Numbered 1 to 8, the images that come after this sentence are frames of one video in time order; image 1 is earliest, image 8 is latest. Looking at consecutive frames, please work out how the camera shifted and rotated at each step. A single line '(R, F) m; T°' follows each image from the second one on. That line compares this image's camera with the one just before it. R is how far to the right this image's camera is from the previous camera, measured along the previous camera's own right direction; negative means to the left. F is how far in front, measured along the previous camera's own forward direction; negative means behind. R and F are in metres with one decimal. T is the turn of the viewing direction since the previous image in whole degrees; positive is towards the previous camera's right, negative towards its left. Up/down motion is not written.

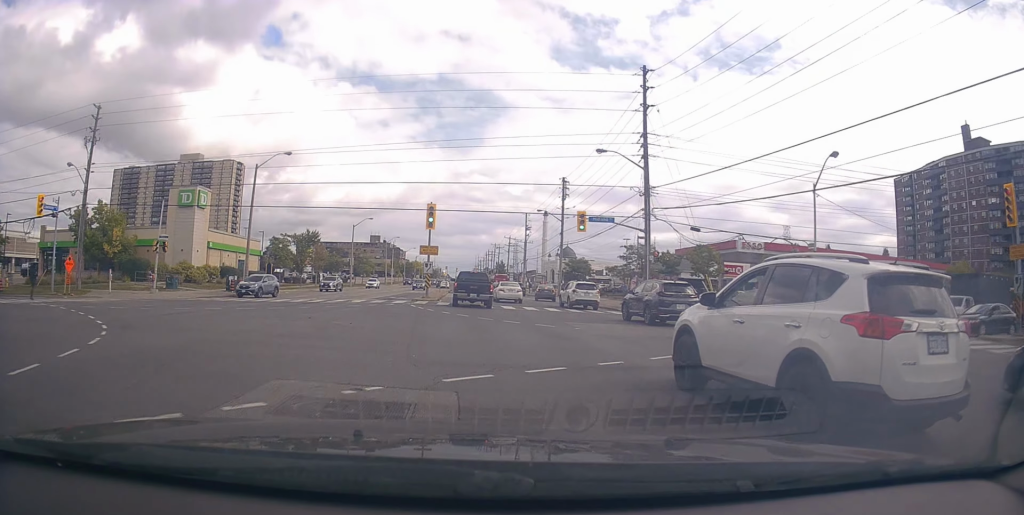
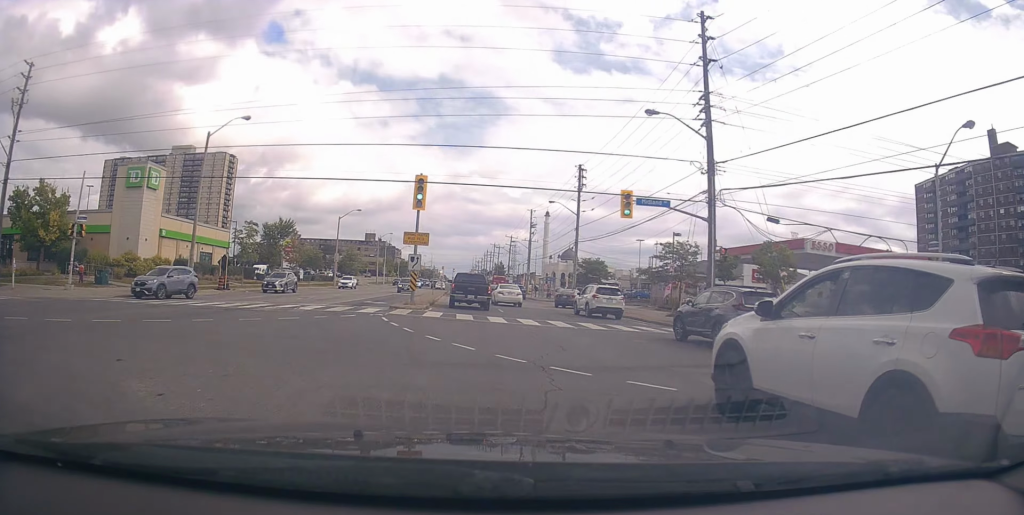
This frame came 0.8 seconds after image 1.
(-0.4, +9.9) m; +1°
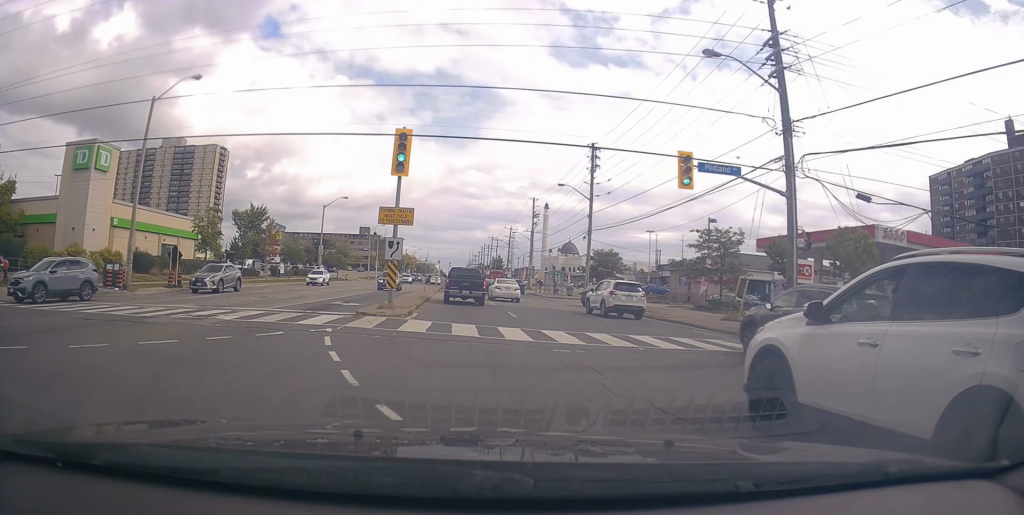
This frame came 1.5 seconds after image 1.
(+0.1, +7.5) m; +2°
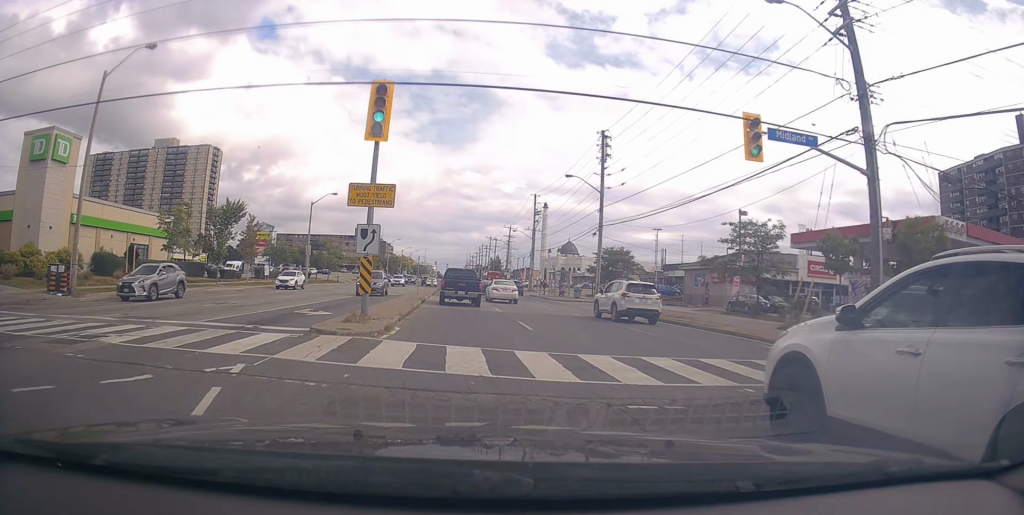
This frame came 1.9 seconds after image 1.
(+0.3, +5.1) m; +2°
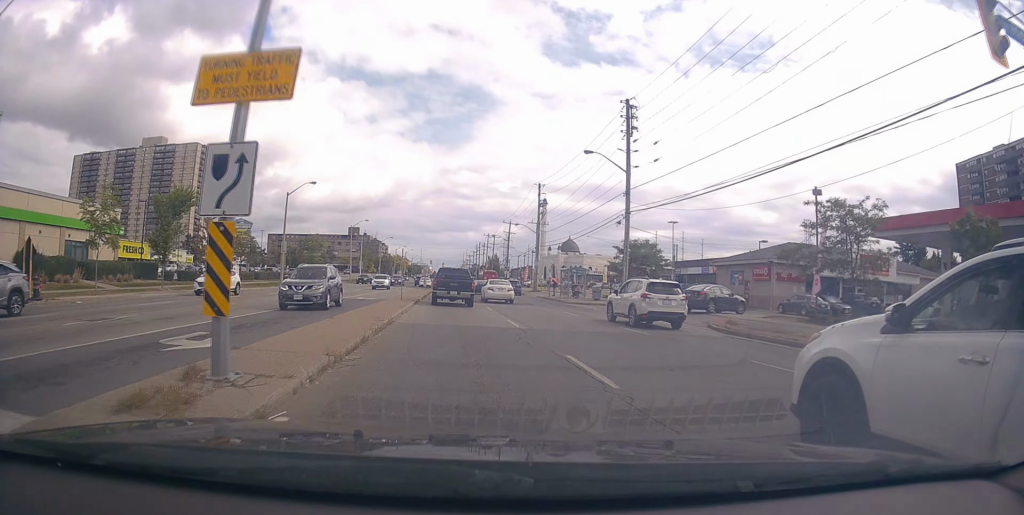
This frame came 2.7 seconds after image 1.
(+0.1, +8.8) m; 0°
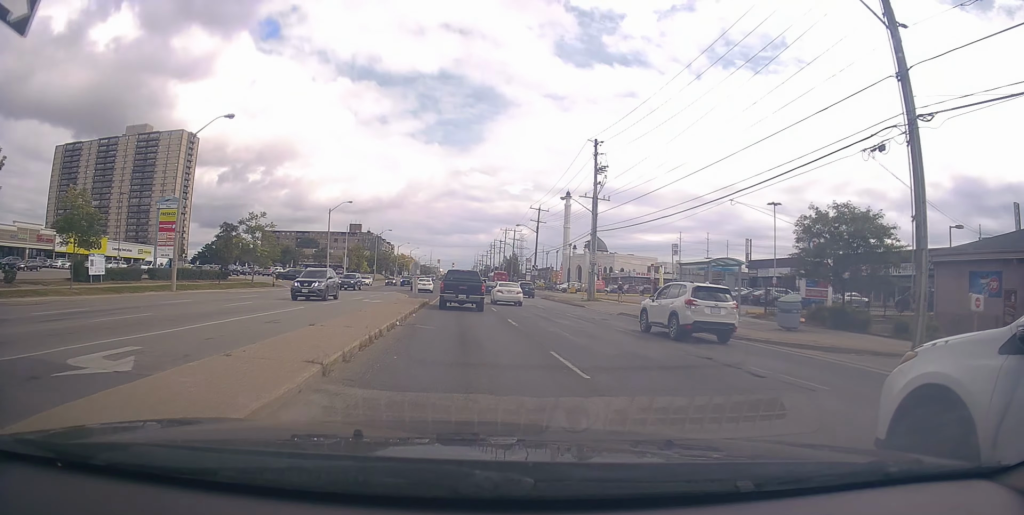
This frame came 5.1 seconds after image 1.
(-1.5, +27.0) m; -6°
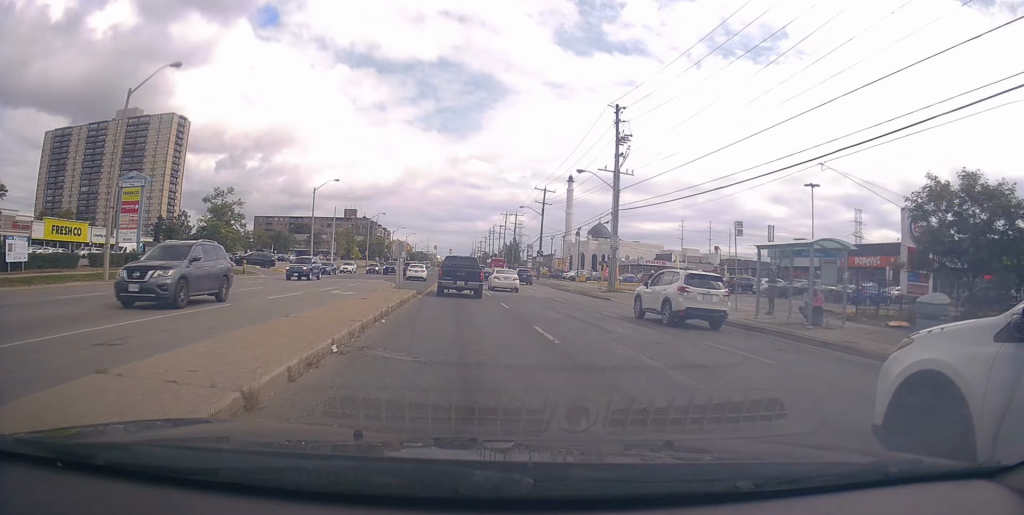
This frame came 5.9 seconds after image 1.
(0.0, +7.6) m; +2°
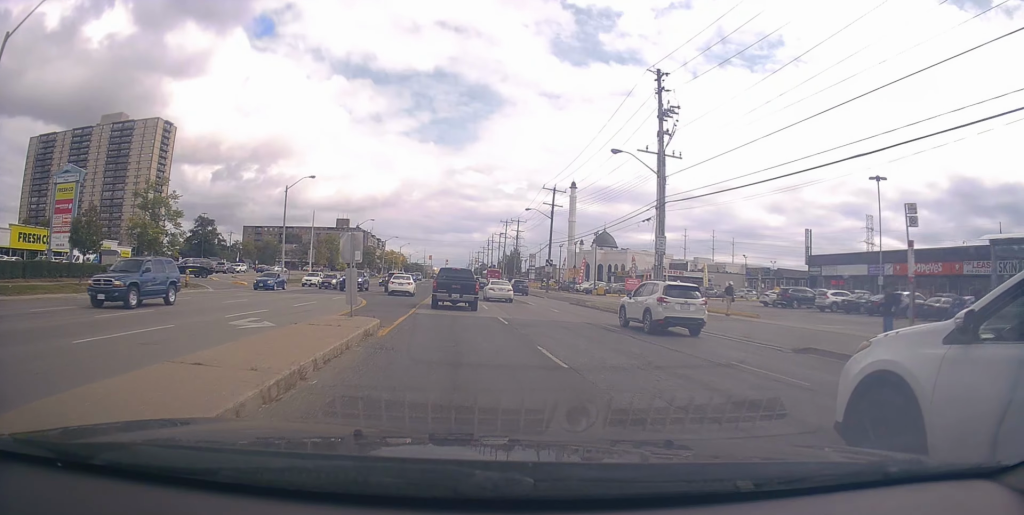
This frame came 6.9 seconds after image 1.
(+0.5, +10.6) m; +3°
